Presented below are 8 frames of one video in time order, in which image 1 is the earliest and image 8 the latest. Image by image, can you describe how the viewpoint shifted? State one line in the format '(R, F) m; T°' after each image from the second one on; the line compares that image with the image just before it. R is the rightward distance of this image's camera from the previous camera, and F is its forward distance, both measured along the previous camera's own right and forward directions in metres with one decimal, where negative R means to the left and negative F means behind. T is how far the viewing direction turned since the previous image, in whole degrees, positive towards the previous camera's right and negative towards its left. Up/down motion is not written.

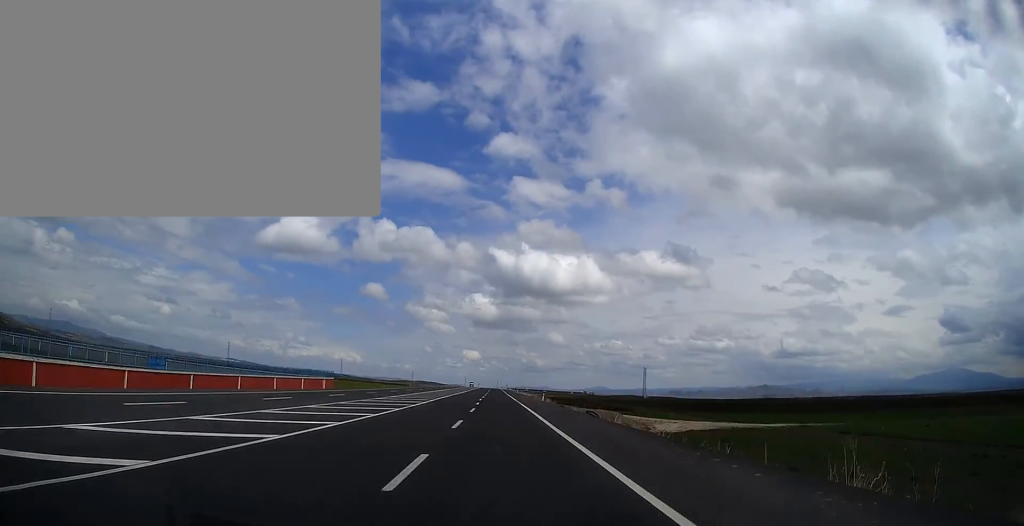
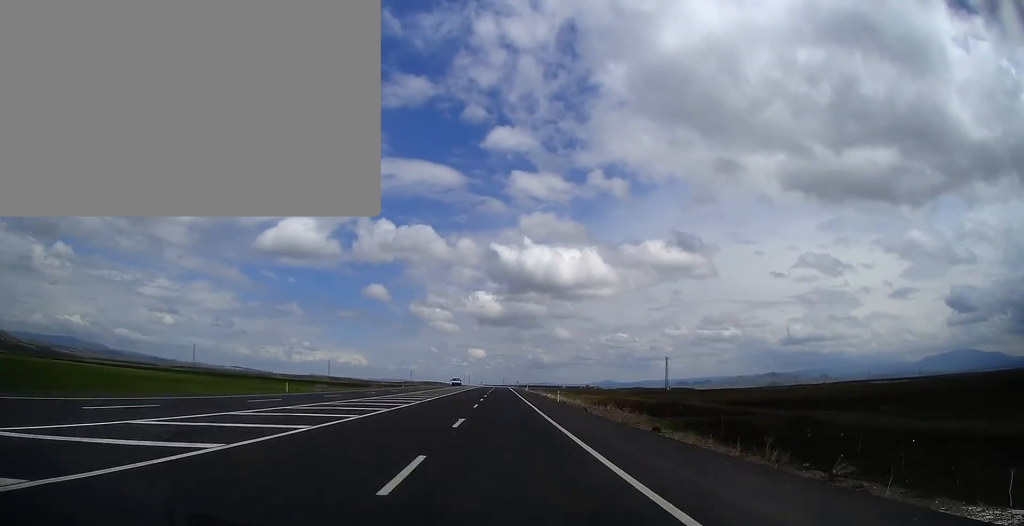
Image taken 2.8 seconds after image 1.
(-1.0, +82.2) m; -1°
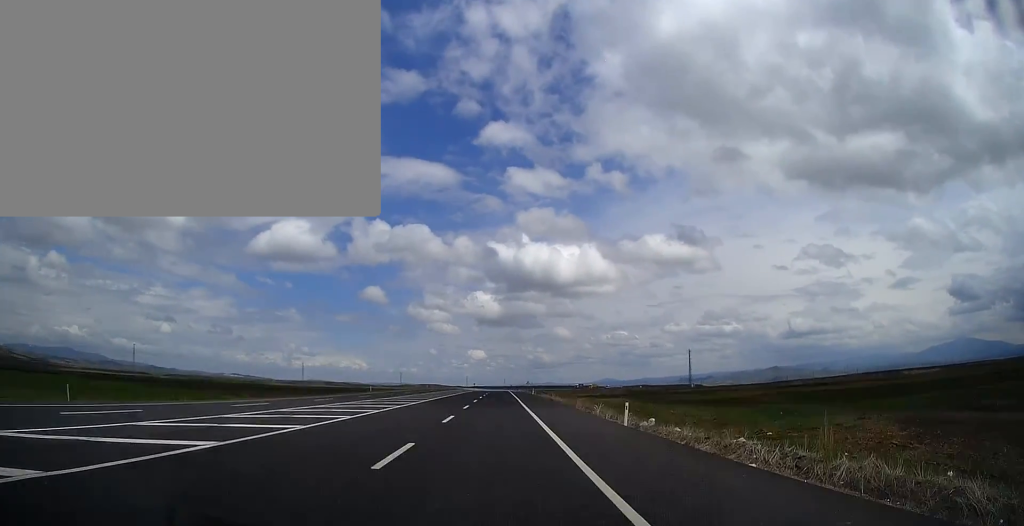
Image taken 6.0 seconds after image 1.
(-0.9, +93.5) m; +1°
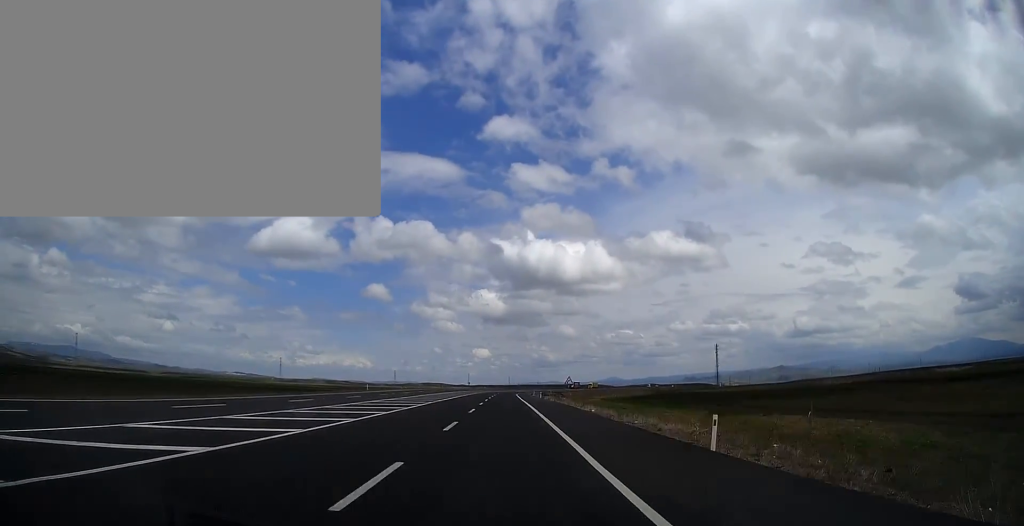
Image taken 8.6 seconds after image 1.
(-0.8, +75.7) m; +2°
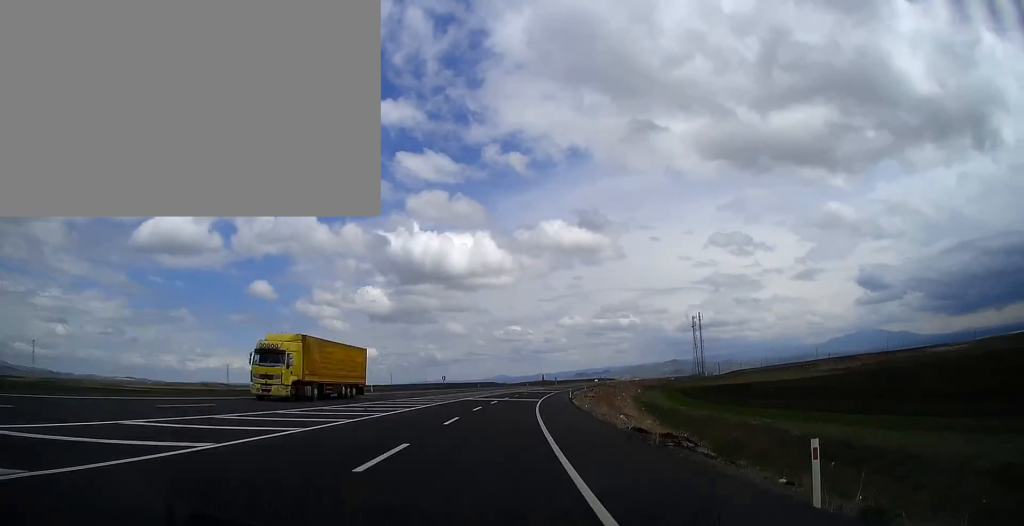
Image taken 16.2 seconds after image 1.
(+20.1, +219.0) m; +12°
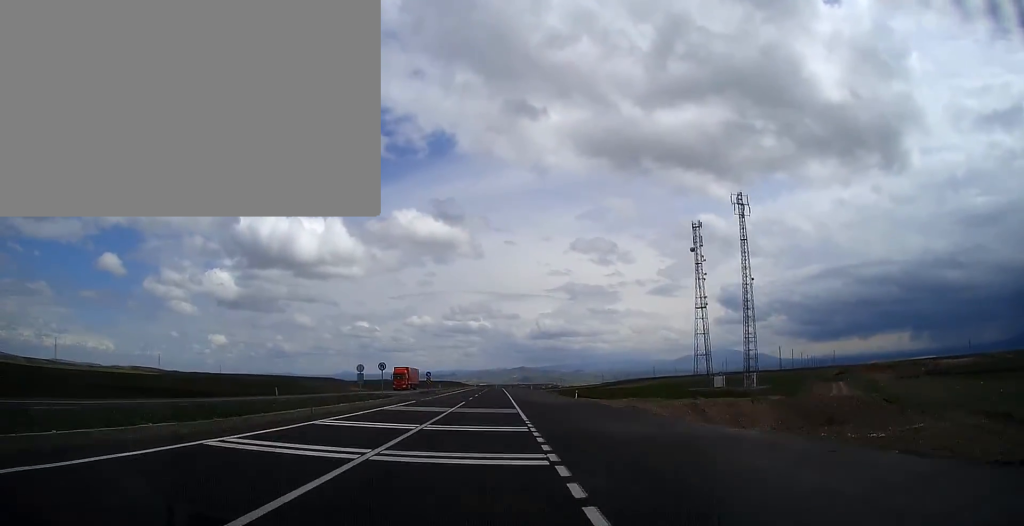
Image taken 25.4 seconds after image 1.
(+33.1, +269.6) m; +9°
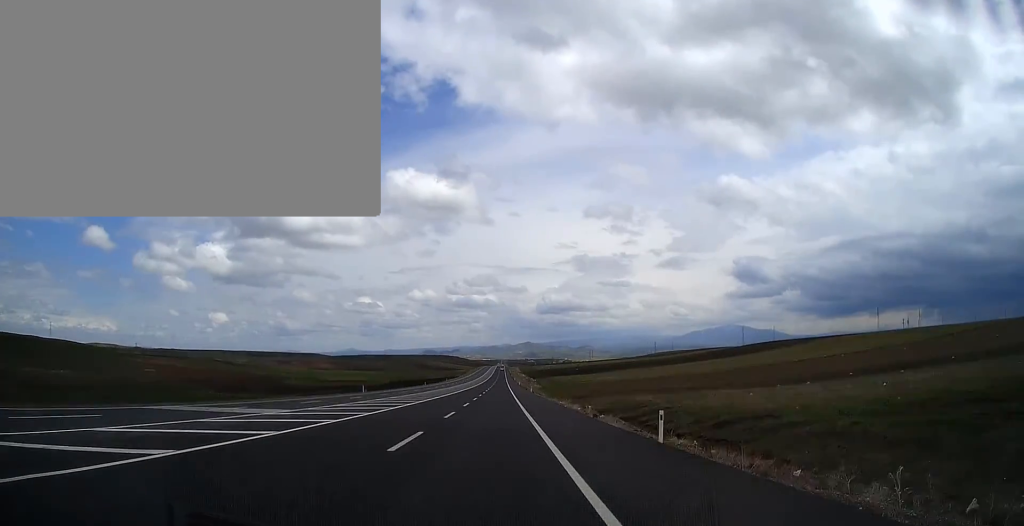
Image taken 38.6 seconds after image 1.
(0.0, +391.1) m; 0°
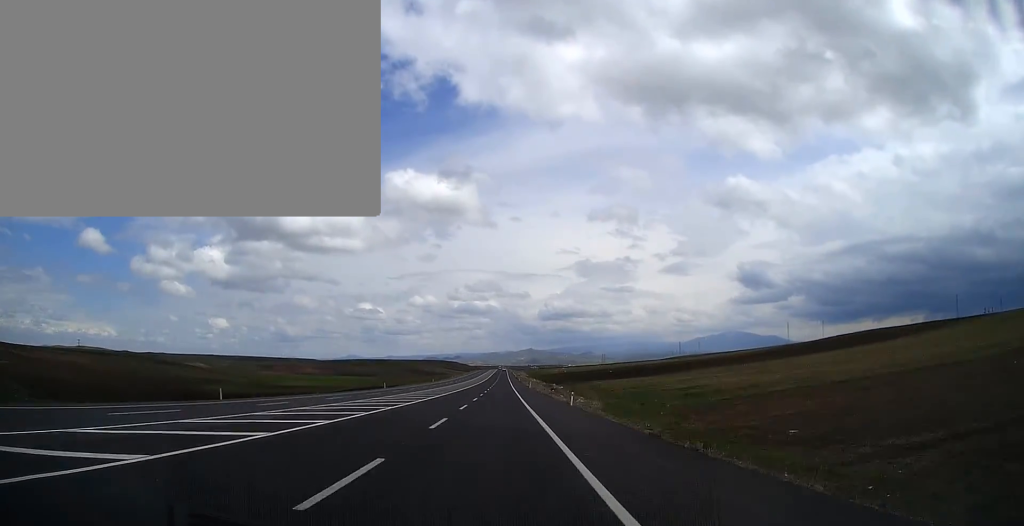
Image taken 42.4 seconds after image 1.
(+0.1, +113.0) m; 0°
